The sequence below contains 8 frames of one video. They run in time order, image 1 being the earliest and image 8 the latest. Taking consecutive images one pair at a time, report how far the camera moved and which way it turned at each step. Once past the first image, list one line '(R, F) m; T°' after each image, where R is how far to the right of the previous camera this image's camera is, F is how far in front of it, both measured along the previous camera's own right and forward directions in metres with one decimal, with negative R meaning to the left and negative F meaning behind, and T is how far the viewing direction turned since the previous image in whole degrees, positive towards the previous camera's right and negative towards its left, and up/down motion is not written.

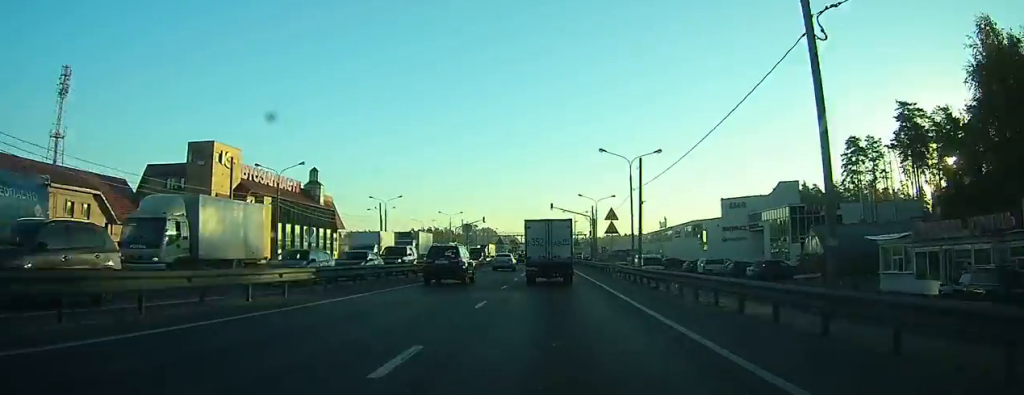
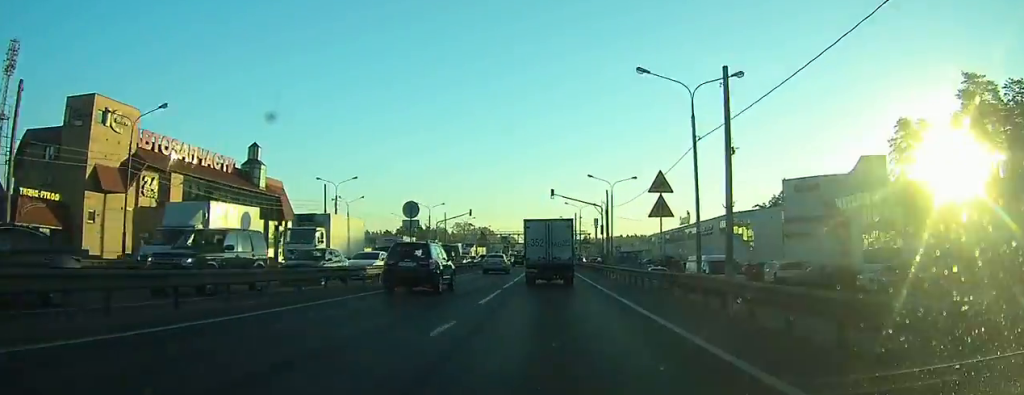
(+0.2, +18.9) m; 0°
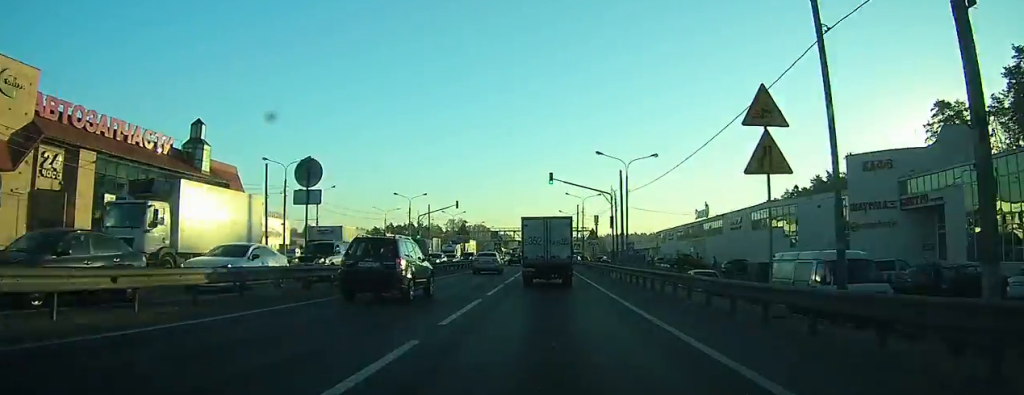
(+0.1, +12.1) m; 0°
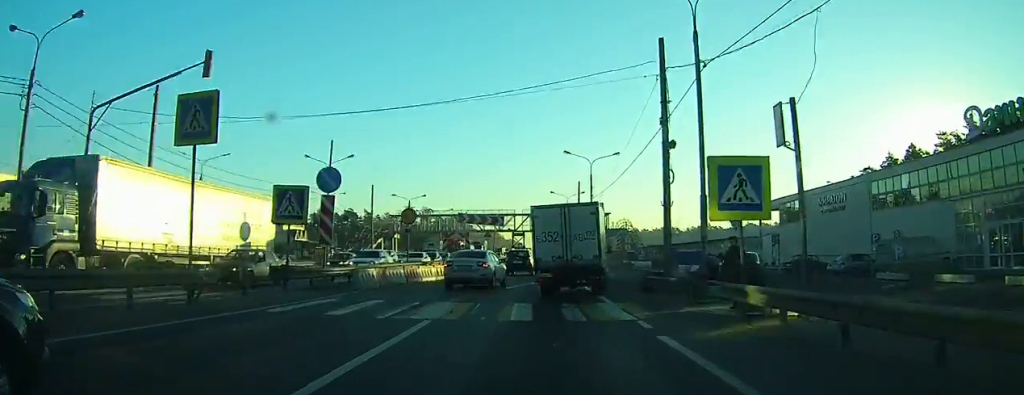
(+0.1, +64.4) m; +1°
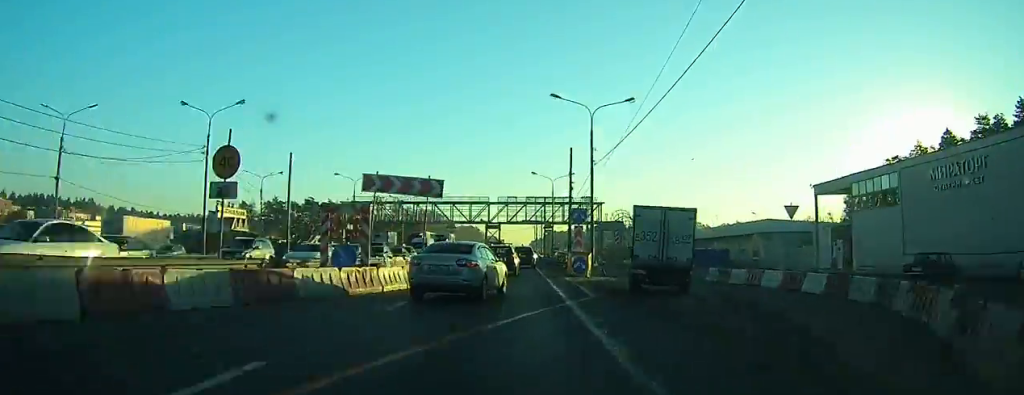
(+0.4, +19.0) m; +4°
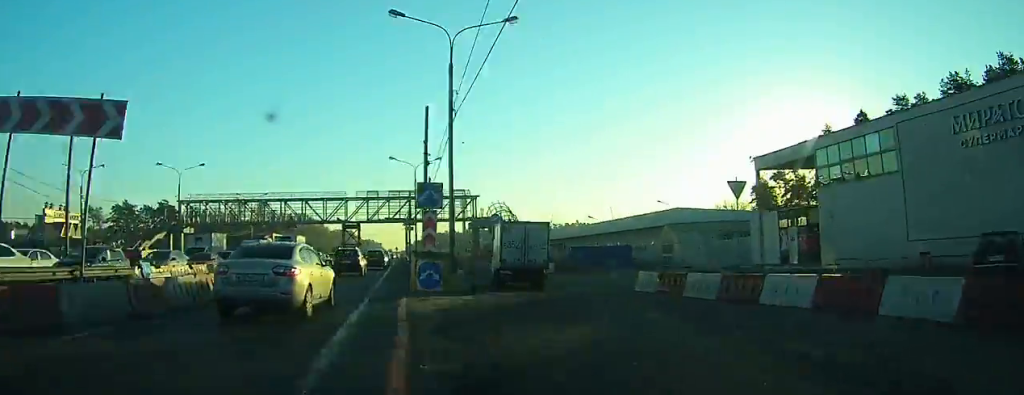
(+0.7, +15.1) m; +4°
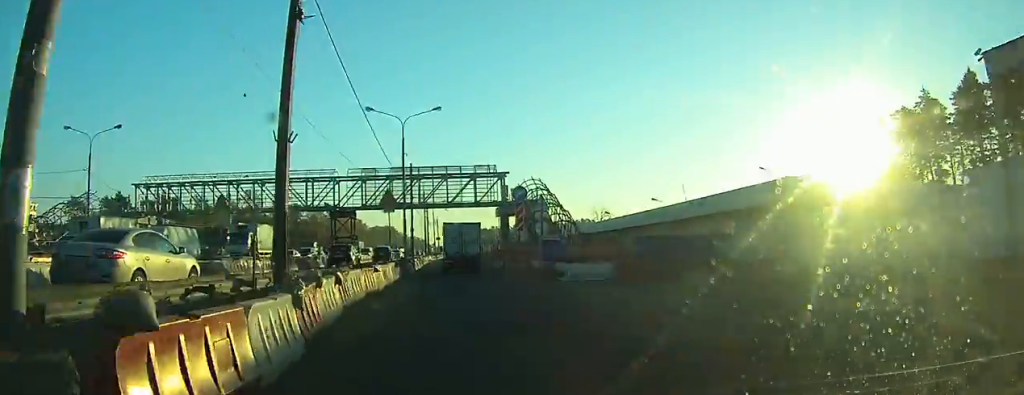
(+0.6, +21.6) m; -3°
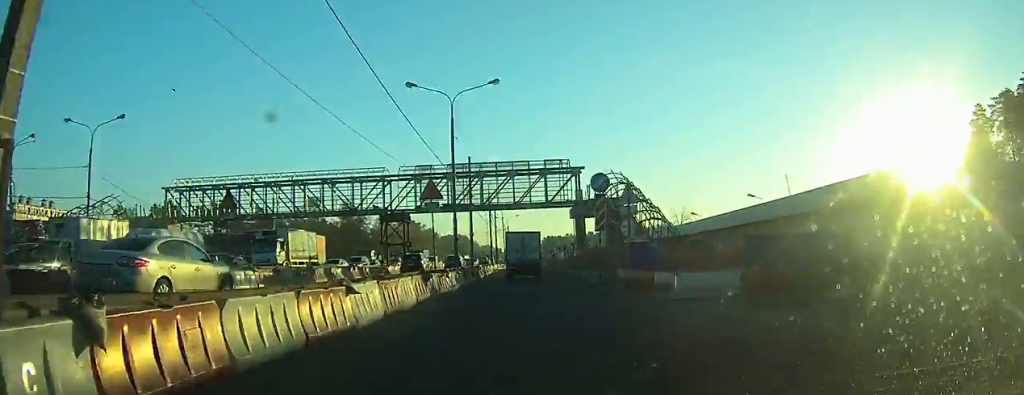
(+0.2, +8.8) m; -3°
